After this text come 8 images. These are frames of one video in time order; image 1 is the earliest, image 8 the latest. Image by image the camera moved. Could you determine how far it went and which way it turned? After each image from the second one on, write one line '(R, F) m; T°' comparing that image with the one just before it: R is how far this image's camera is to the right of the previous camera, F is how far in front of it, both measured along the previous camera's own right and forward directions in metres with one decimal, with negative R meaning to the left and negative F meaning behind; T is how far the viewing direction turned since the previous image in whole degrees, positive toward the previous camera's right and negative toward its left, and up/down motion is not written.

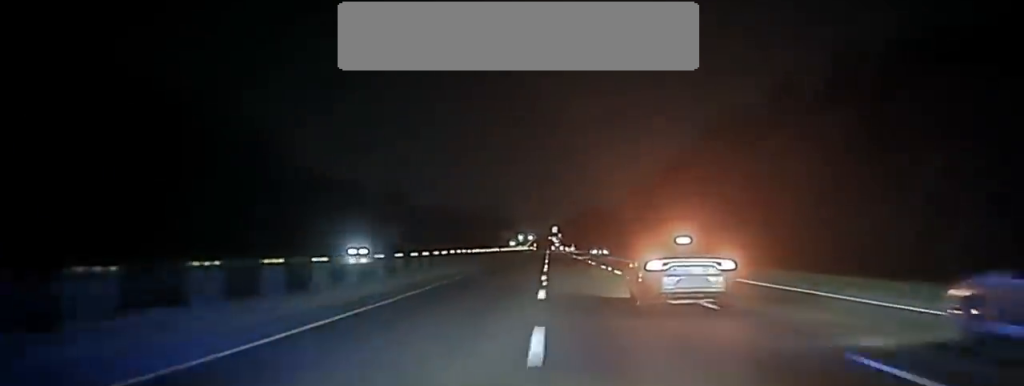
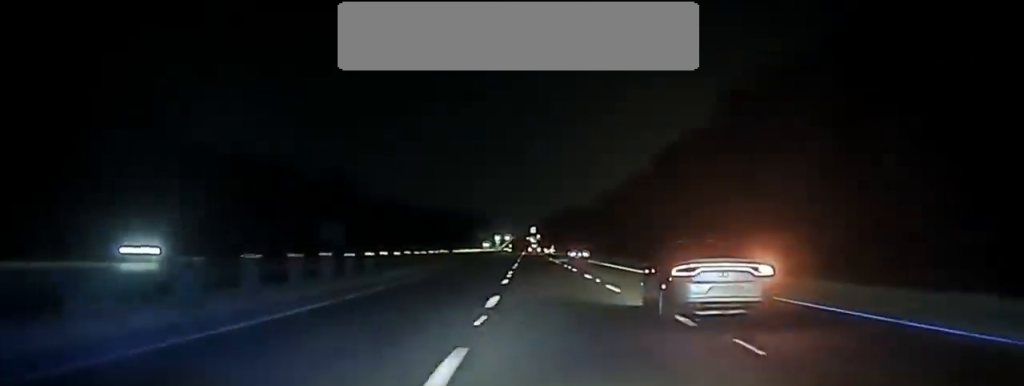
(+0.2, +35.4) m; +1°
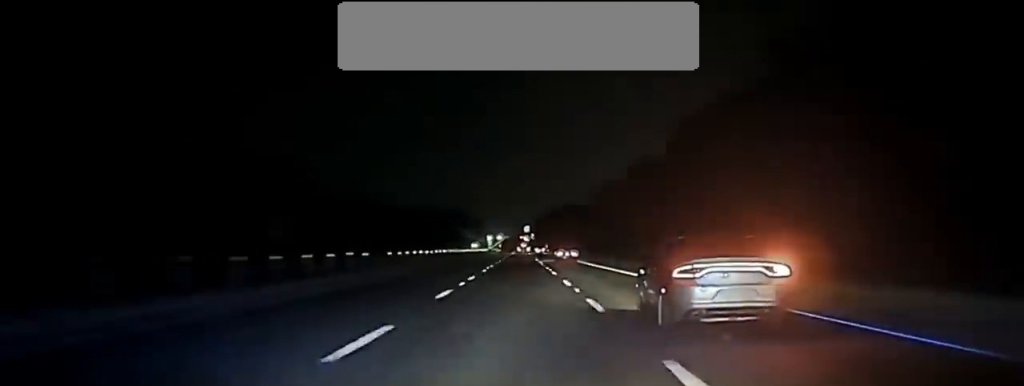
(+0.2, +30.8) m; 0°
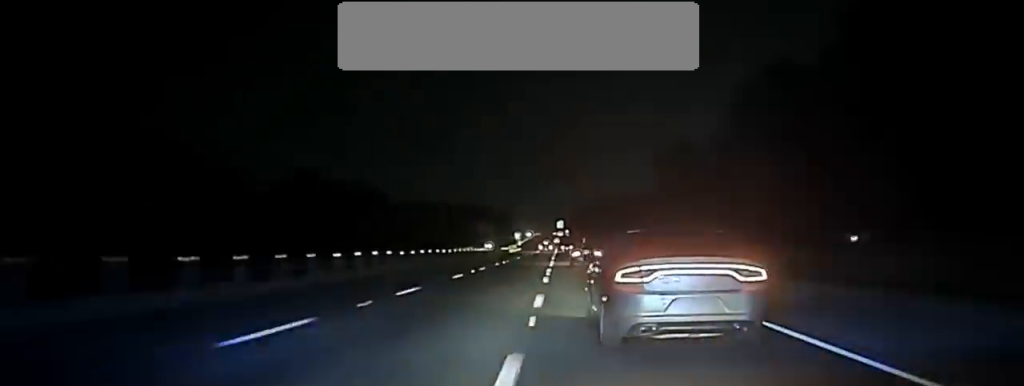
(-0.9, +92.7) m; -2°
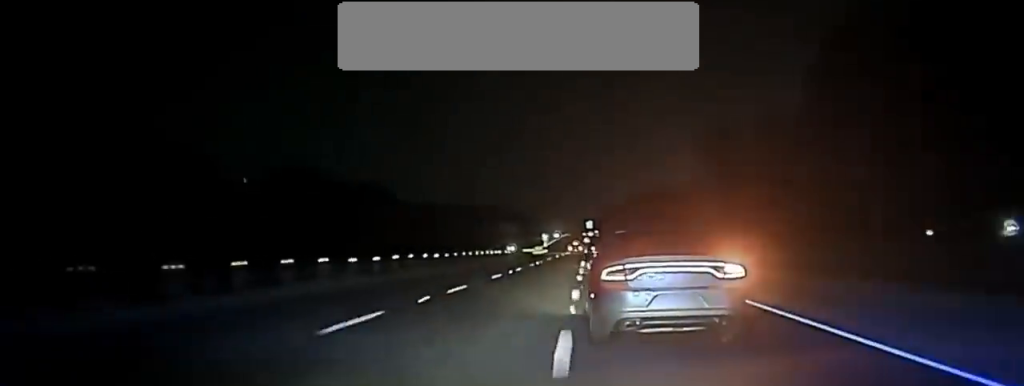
(0.0, +25.7) m; -1°
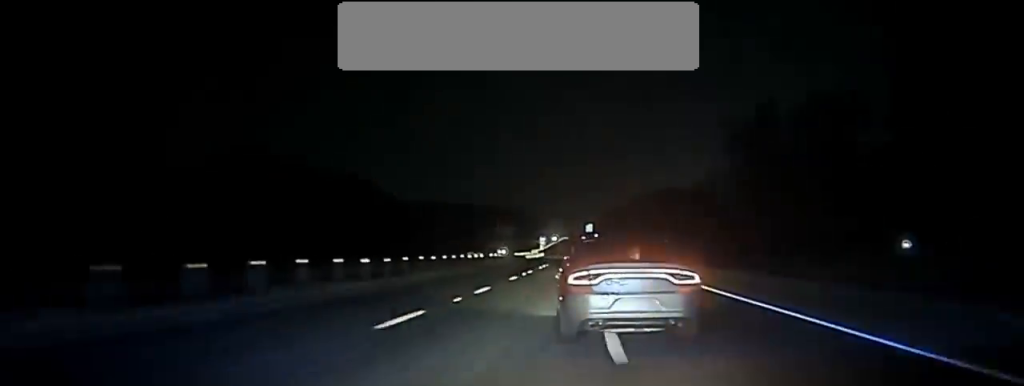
(-0.4, +26.8) m; -1°
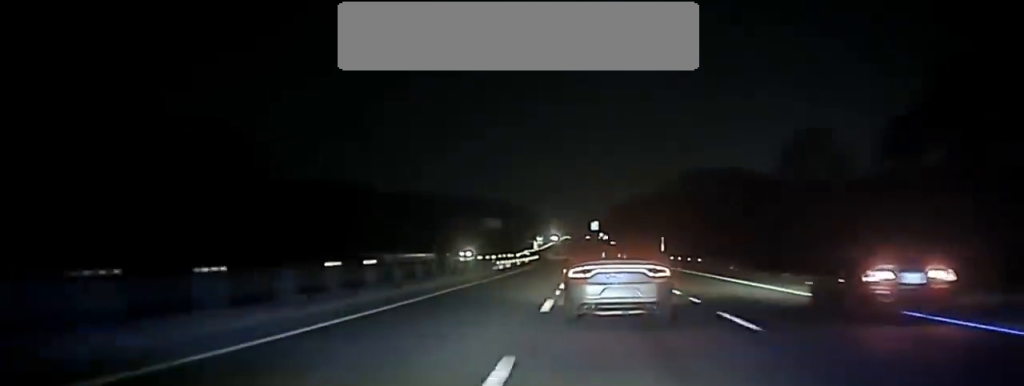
(-0.8, +69.5) m; 0°
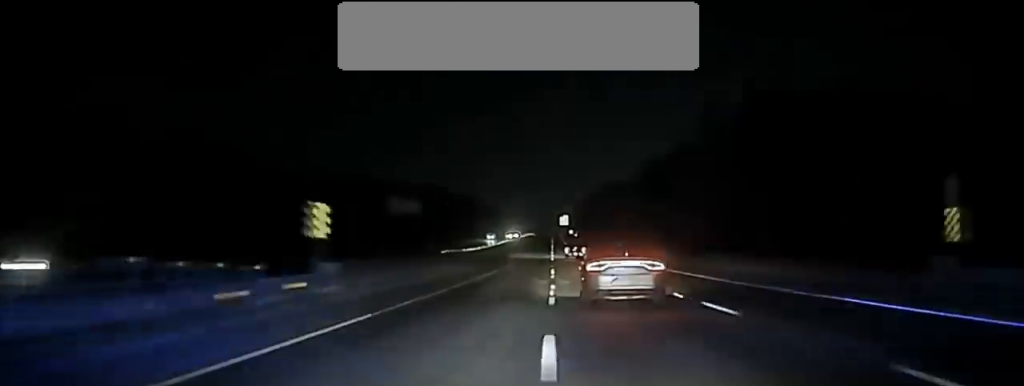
(+1.7, +89.3) m; +2°
